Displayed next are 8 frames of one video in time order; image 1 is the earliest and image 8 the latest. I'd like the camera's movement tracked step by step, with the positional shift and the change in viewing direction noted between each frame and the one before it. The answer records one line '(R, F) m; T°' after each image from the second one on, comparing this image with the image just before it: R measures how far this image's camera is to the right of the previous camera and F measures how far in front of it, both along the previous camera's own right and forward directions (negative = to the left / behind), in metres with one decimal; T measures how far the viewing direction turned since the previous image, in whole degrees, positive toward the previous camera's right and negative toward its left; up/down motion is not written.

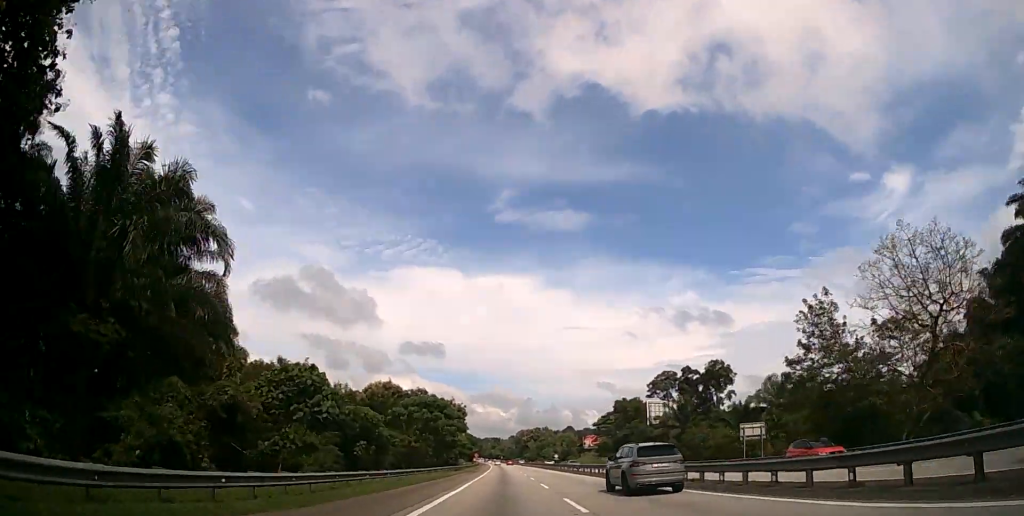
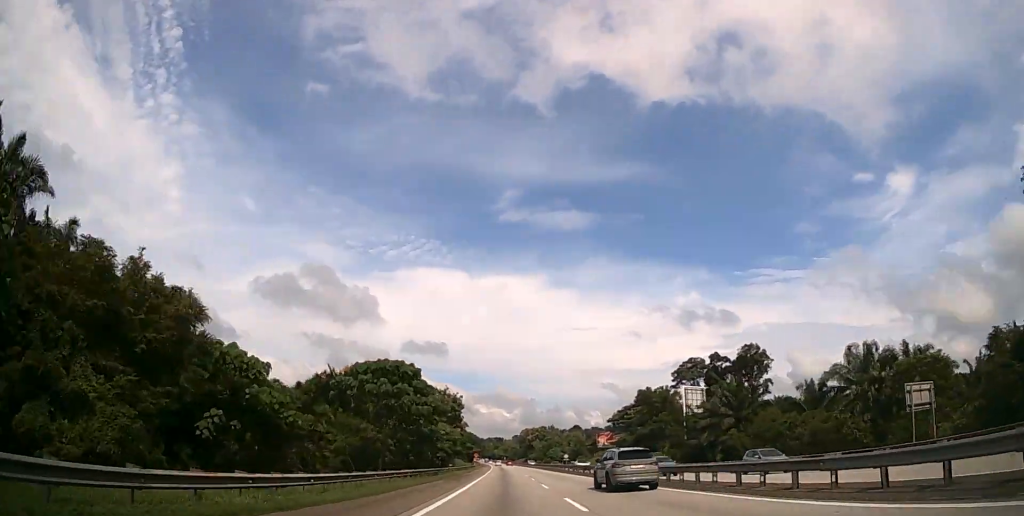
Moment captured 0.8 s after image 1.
(0.0, +23.1) m; 0°
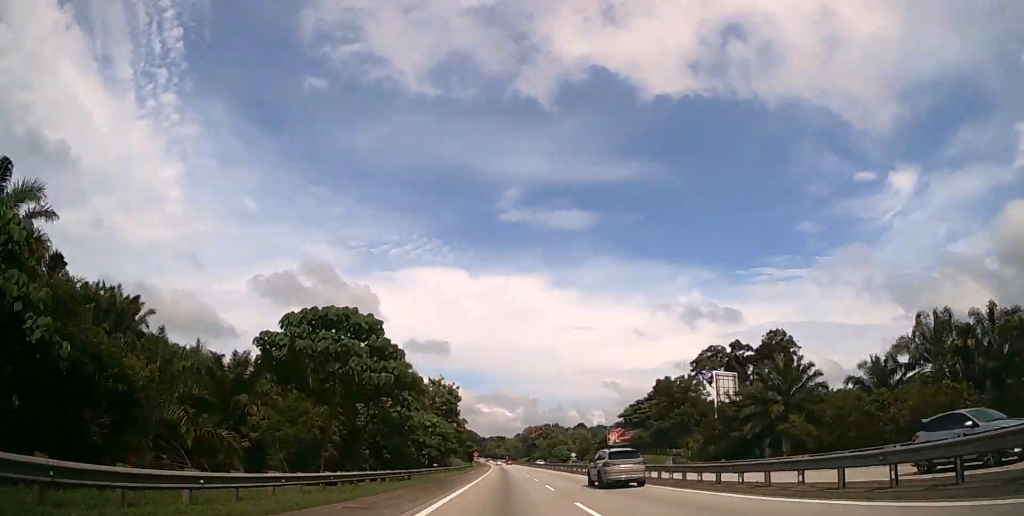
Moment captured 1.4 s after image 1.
(-0.1, +14.3) m; 0°
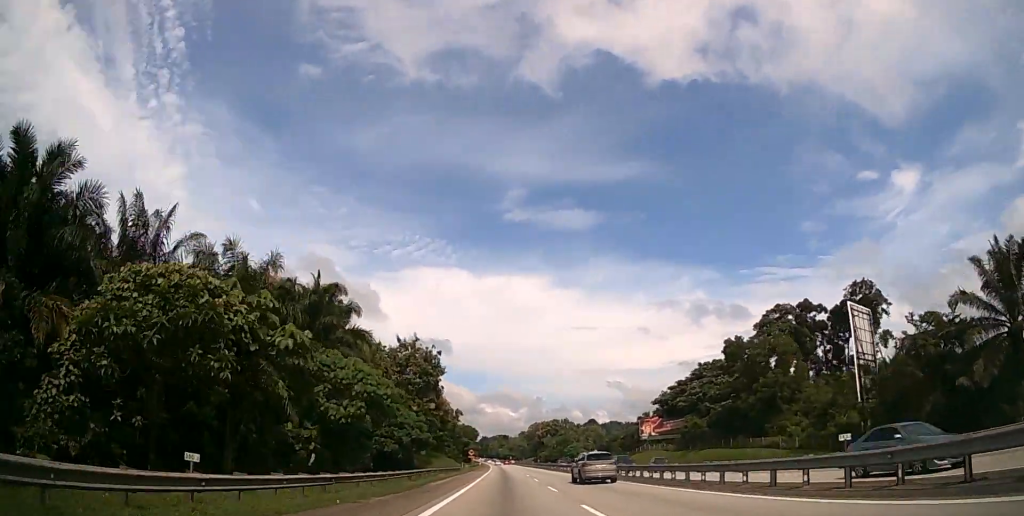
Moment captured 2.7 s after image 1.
(-0.1, +36.3) m; 0°
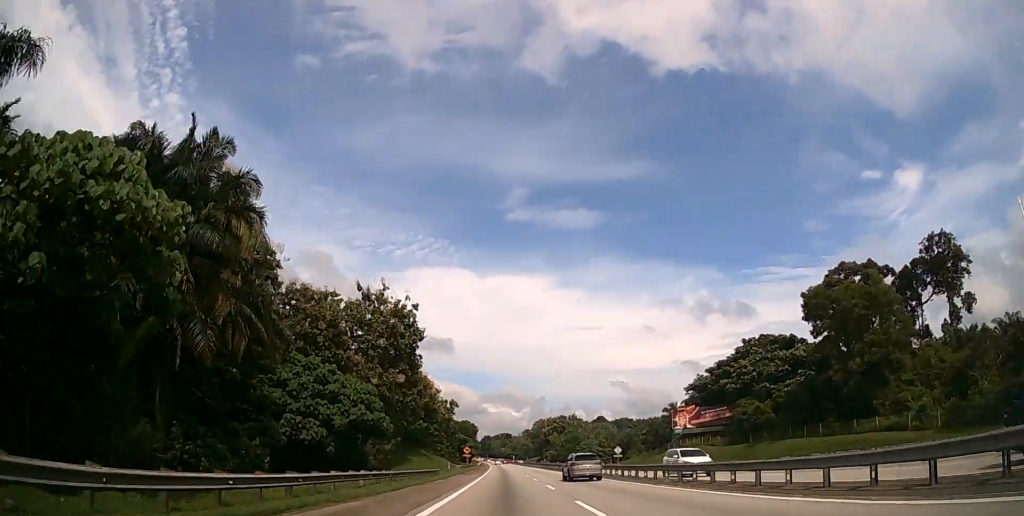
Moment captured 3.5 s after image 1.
(-0.1, +23.1) m; 0°
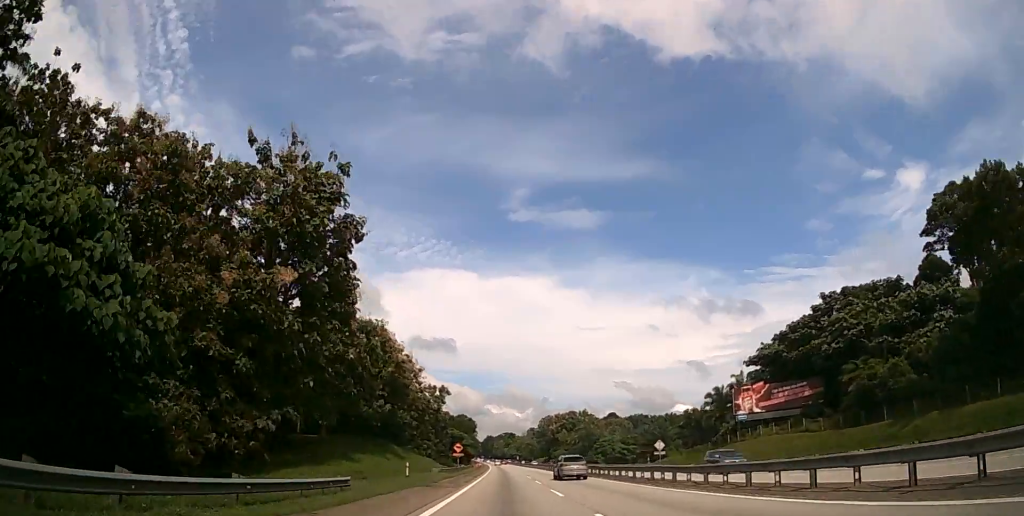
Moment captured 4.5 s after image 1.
(-0.1, +27.5) m; 0°
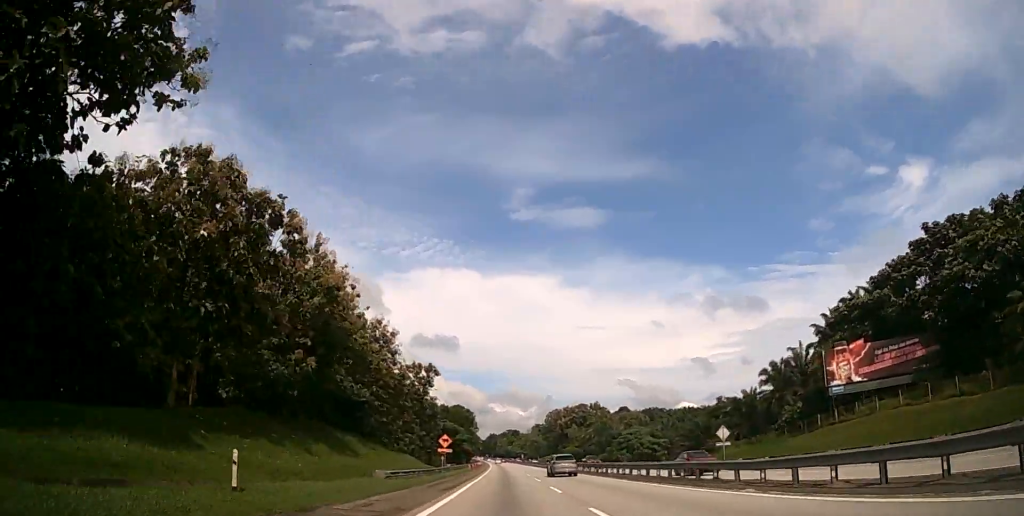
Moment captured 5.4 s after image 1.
(-0.1, +23.1) m; 0°
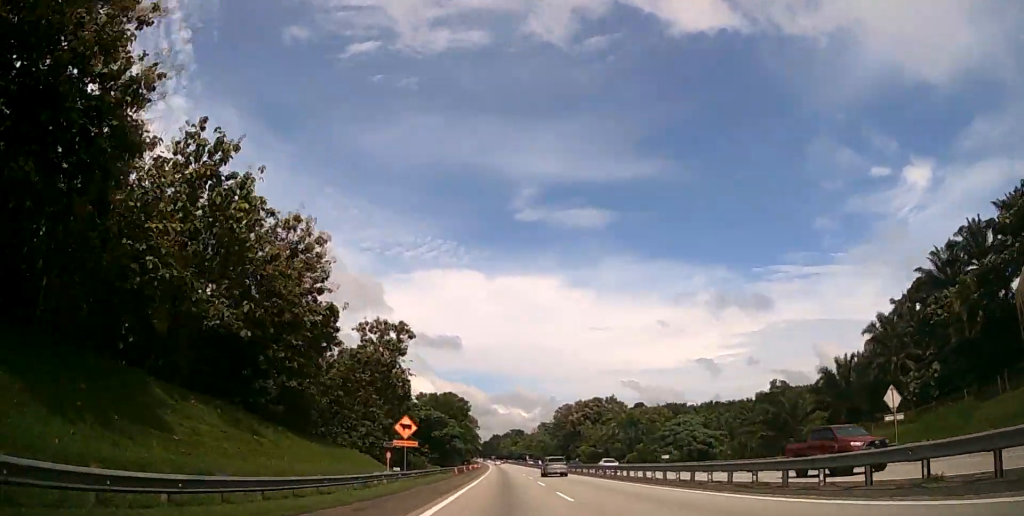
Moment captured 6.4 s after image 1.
(-0.1, +27.5) m; 0°
